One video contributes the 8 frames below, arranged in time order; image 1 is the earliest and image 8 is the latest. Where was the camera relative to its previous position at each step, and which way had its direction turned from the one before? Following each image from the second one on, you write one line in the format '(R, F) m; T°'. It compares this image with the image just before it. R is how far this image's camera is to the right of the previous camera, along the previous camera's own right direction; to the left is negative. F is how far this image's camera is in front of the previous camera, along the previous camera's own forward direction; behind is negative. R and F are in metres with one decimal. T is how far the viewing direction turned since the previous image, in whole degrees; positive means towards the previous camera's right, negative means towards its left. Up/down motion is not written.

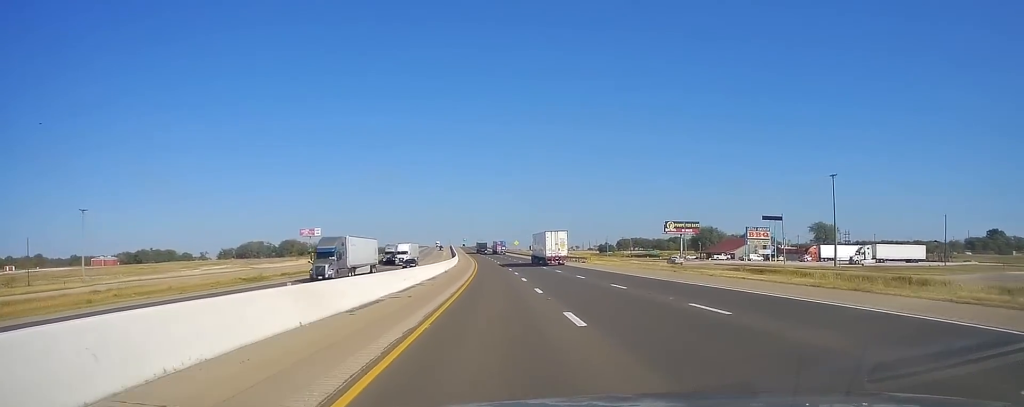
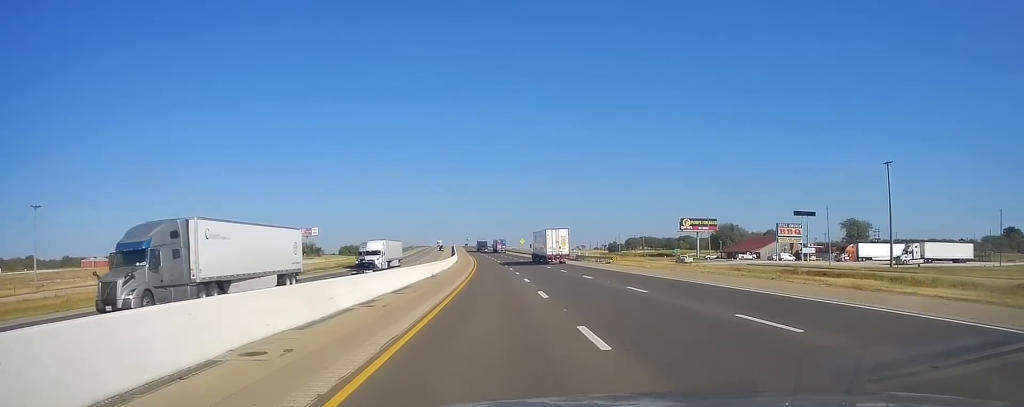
(-0.2, +15.9) m; 0°
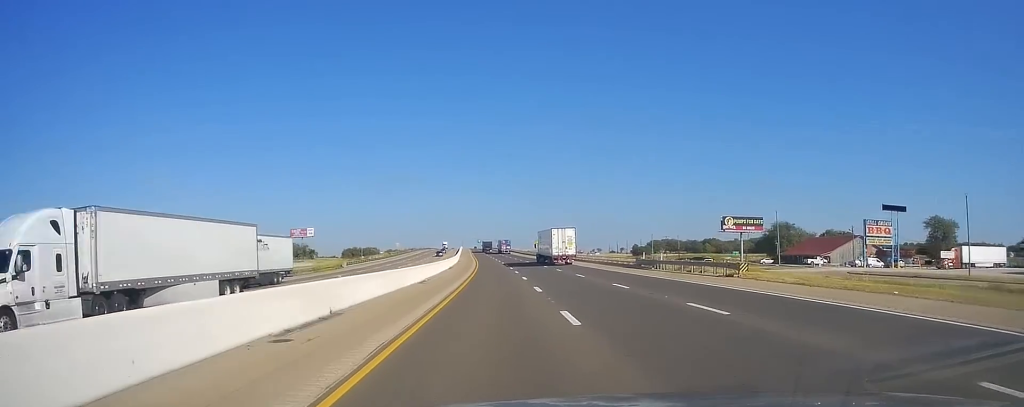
(-0.1, +33.1) m; -1°
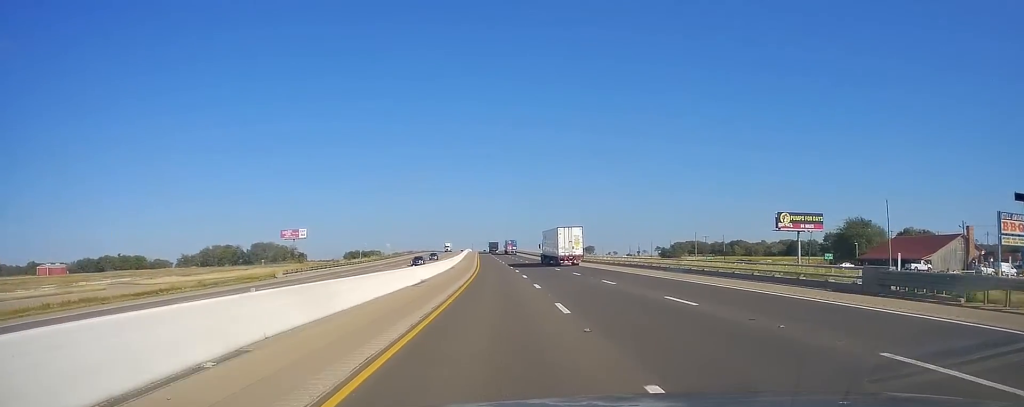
(-0.3, +34.3) m; -2°
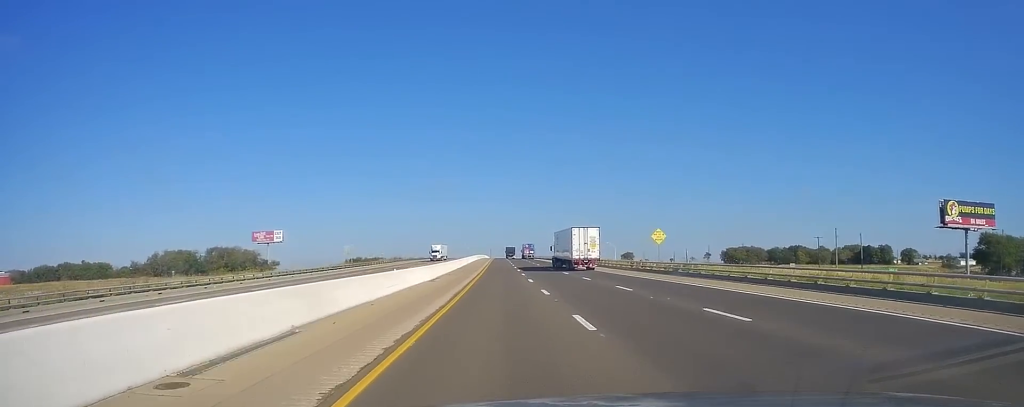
(-1.6, +64.9) m; -1°
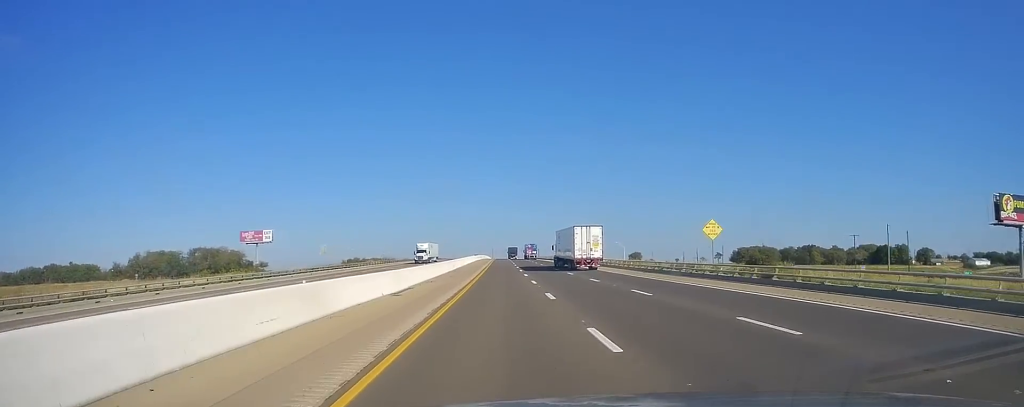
(+0.1, +15.3) m; 0°
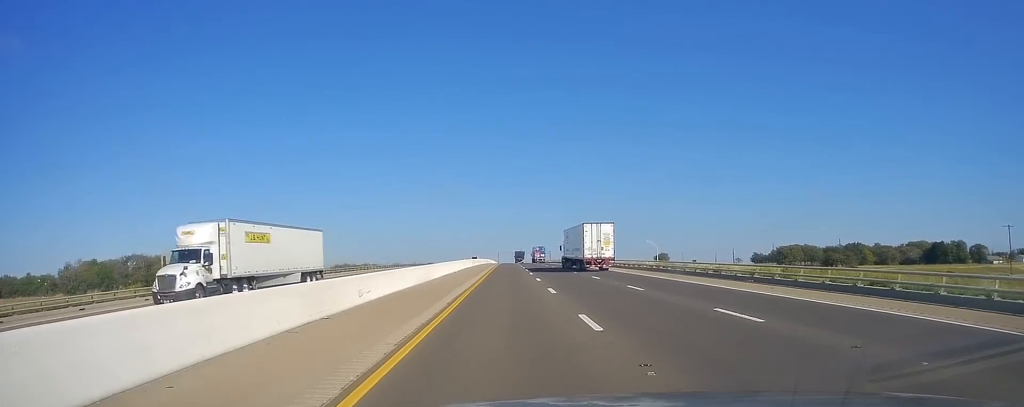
(-0.3, +46.2) m; -1°
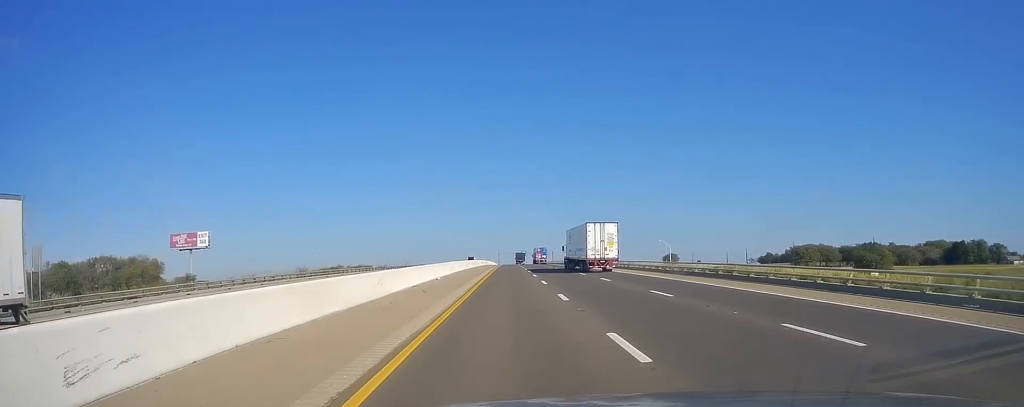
(0.0, +16.4) m; -1°
